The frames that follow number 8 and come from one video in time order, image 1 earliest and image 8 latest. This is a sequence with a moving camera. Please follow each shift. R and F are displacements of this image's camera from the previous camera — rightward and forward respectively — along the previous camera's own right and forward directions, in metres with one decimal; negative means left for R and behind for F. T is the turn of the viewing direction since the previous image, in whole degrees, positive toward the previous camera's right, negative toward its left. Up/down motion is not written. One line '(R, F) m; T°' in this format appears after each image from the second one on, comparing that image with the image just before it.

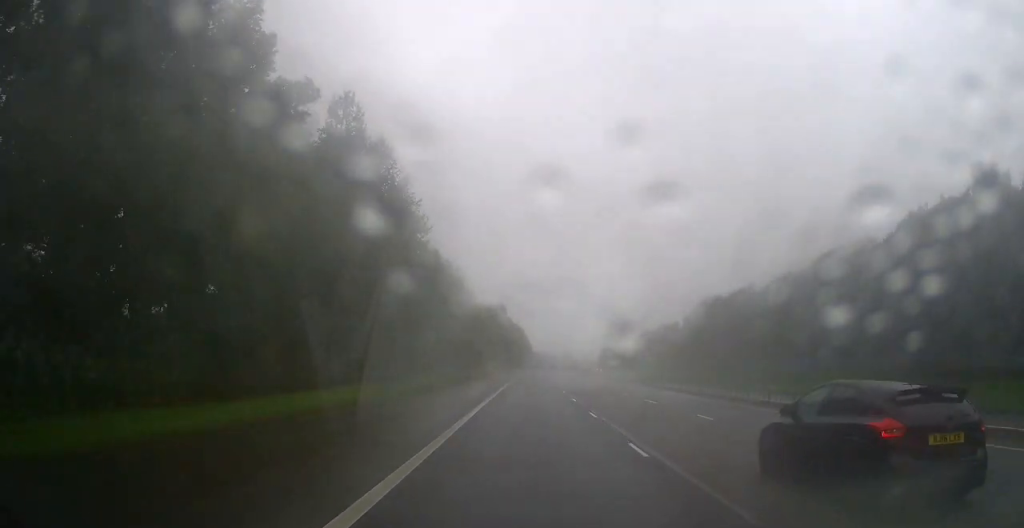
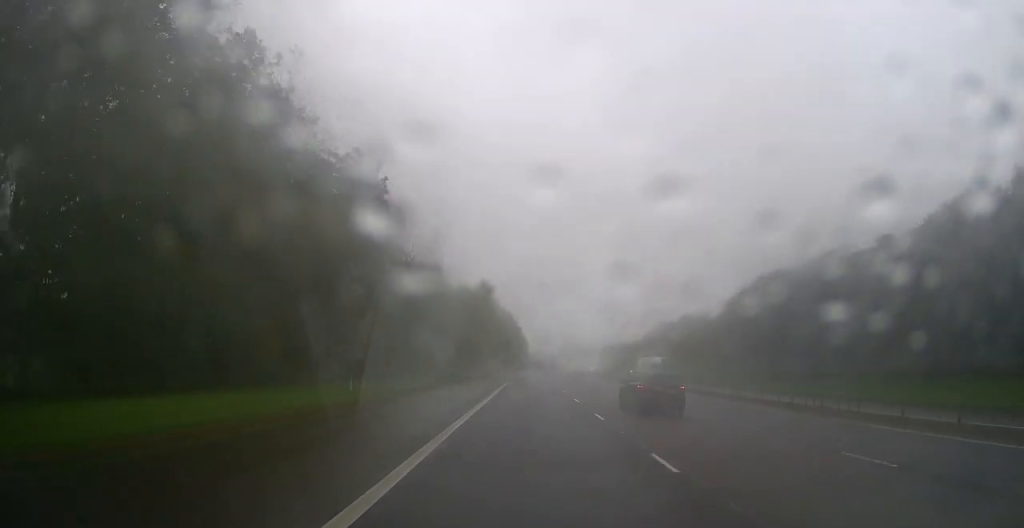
(+0.1, +37.3) m; 0°
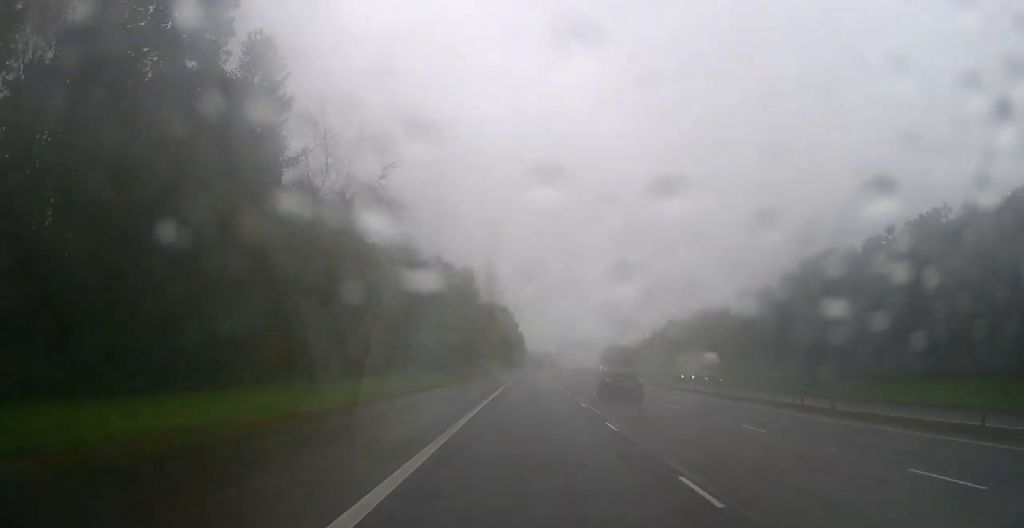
(0.0, +19.9) m; 0°
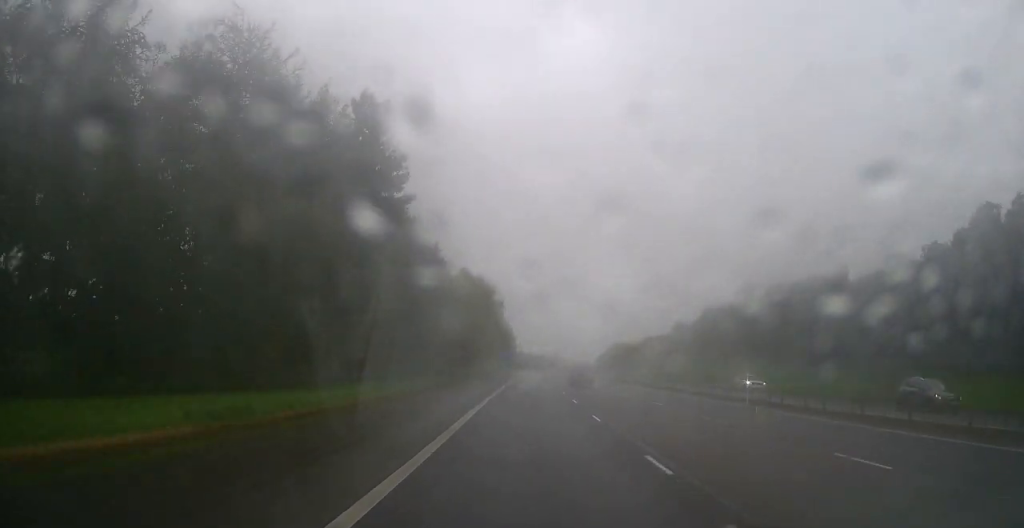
(+0.3, +59.8) m; +1°
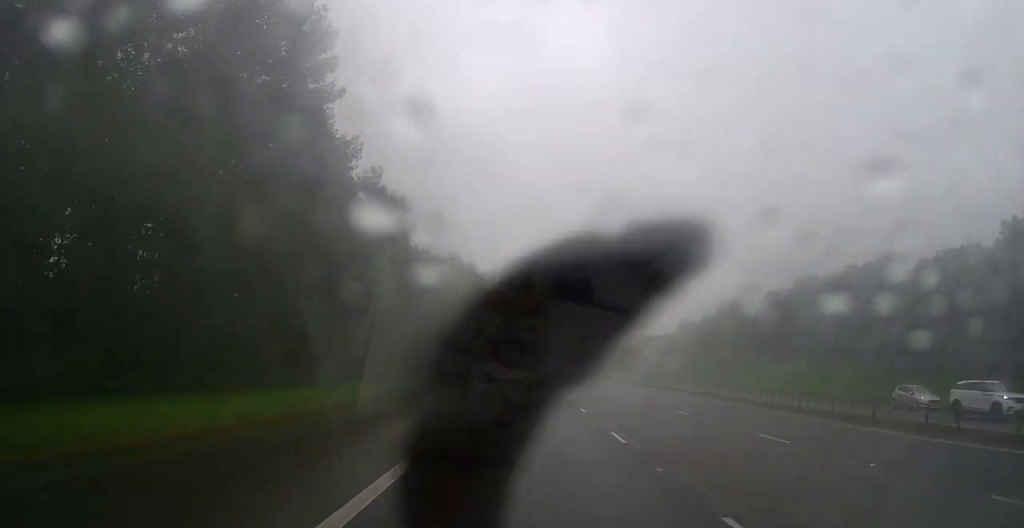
(+0.1, +13.8) m; 0°
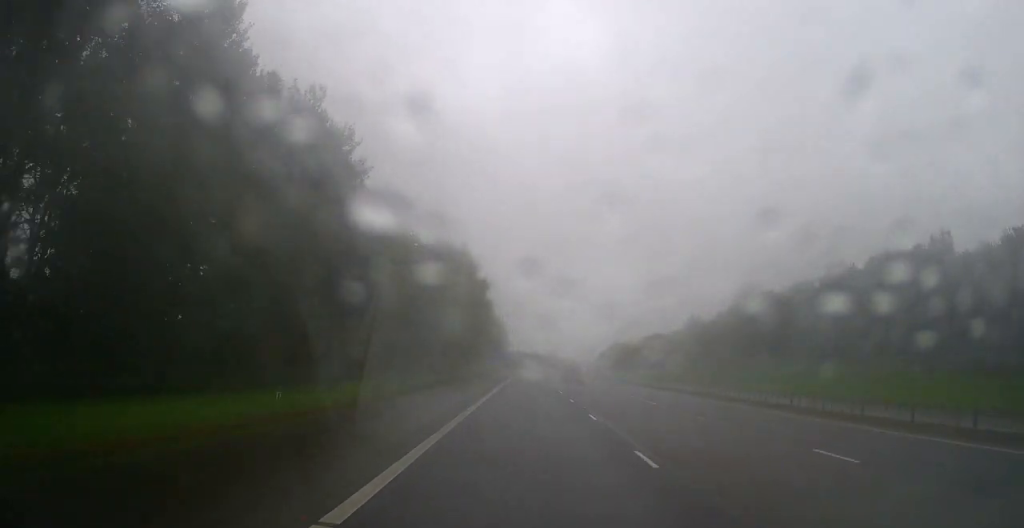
(0.0, +12.2) m; 0°
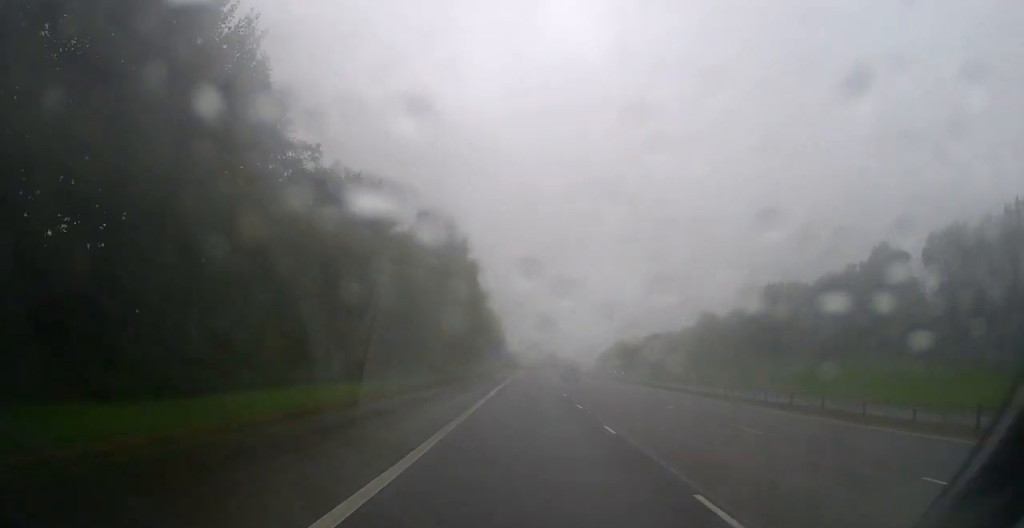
(0.0, +13.1) m; 0°
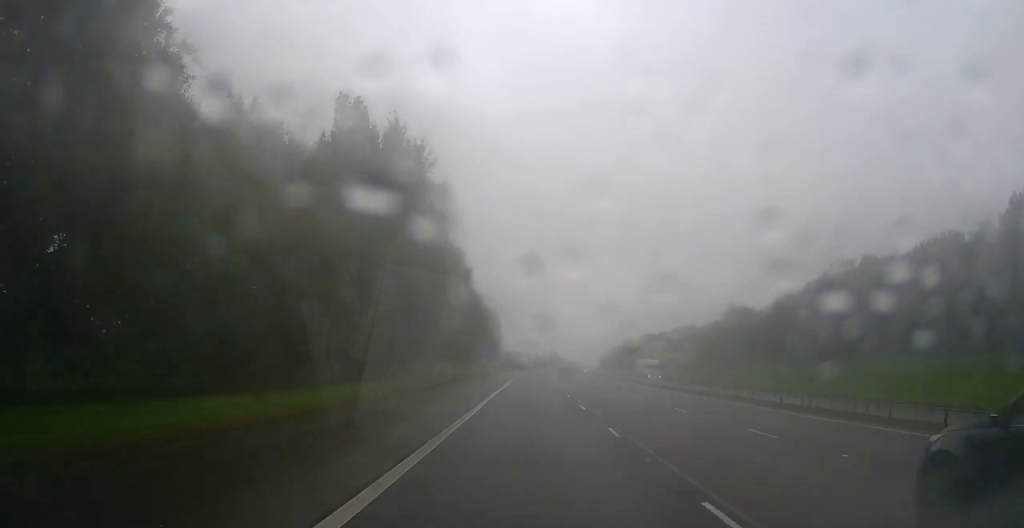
(+0.2, +27.8) m; +1°
